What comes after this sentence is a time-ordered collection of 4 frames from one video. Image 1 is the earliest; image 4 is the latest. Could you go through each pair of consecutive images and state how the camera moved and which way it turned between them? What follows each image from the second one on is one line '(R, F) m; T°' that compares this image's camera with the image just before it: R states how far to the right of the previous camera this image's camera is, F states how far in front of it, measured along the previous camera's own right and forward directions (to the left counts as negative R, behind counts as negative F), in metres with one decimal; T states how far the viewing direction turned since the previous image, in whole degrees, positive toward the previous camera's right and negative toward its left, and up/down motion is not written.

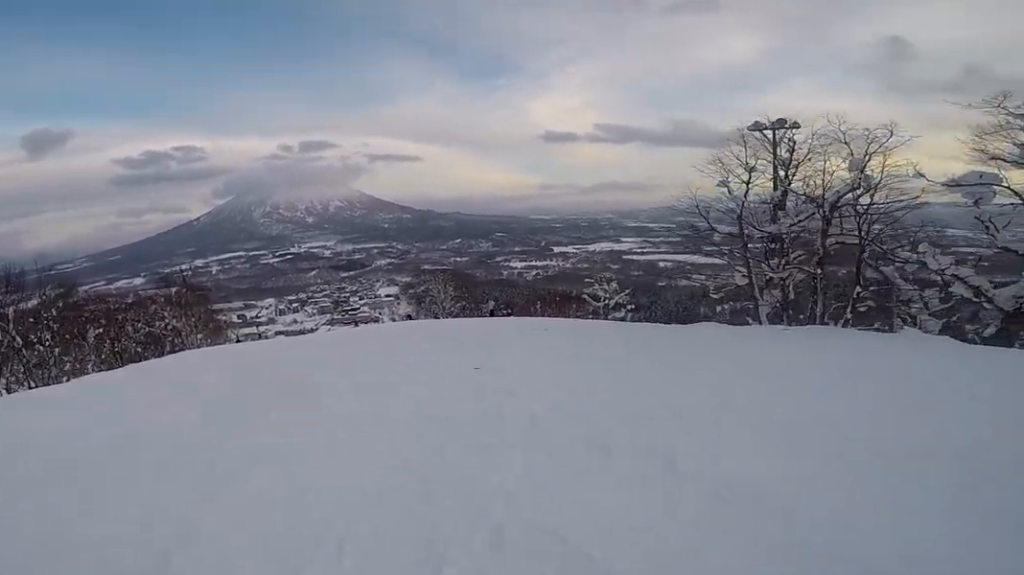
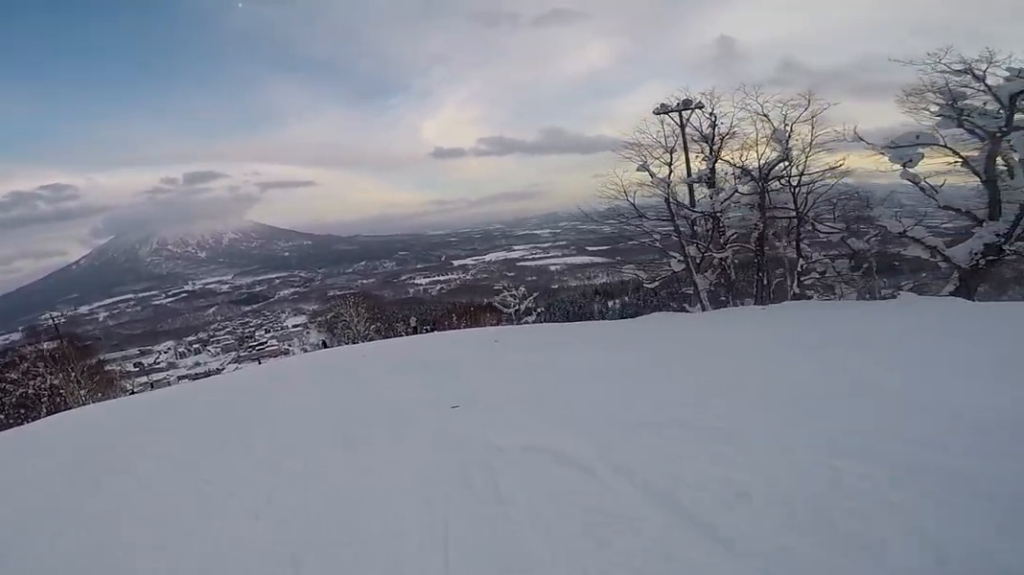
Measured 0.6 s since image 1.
(+0.4, +3.2) m; +12°
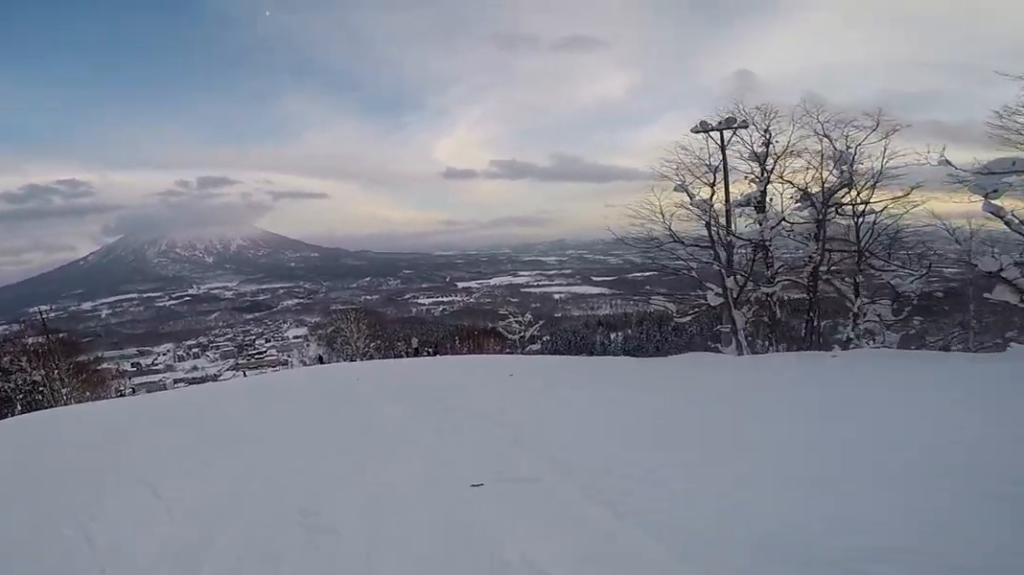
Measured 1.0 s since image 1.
(+0.3, +2.2) m; -1°
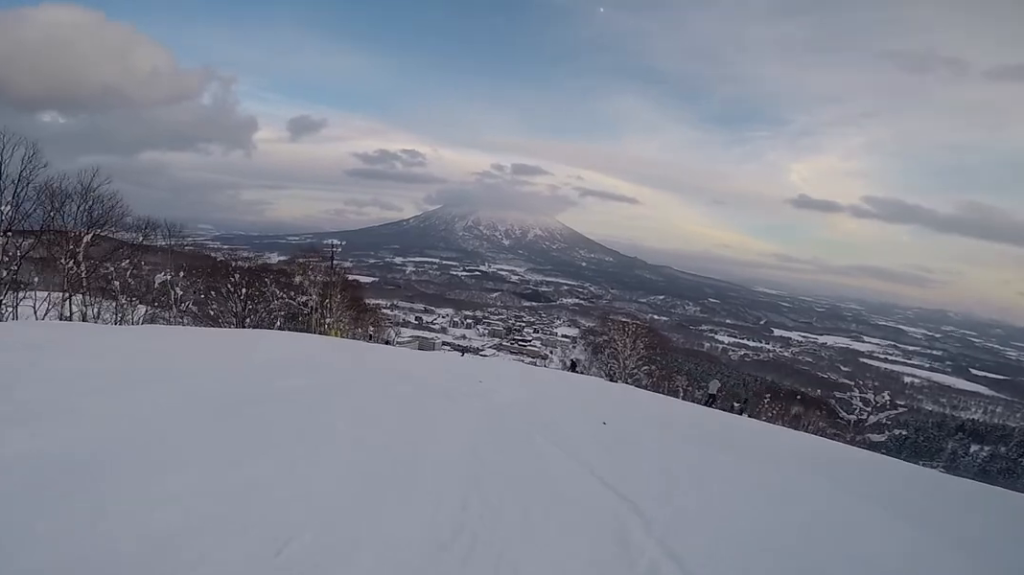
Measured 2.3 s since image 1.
(-0.4, +6.9) m; -17°
